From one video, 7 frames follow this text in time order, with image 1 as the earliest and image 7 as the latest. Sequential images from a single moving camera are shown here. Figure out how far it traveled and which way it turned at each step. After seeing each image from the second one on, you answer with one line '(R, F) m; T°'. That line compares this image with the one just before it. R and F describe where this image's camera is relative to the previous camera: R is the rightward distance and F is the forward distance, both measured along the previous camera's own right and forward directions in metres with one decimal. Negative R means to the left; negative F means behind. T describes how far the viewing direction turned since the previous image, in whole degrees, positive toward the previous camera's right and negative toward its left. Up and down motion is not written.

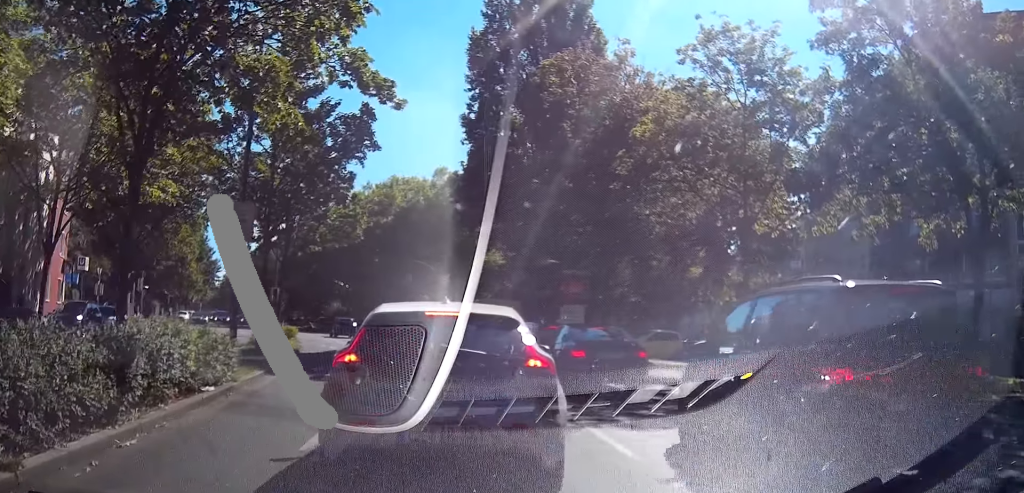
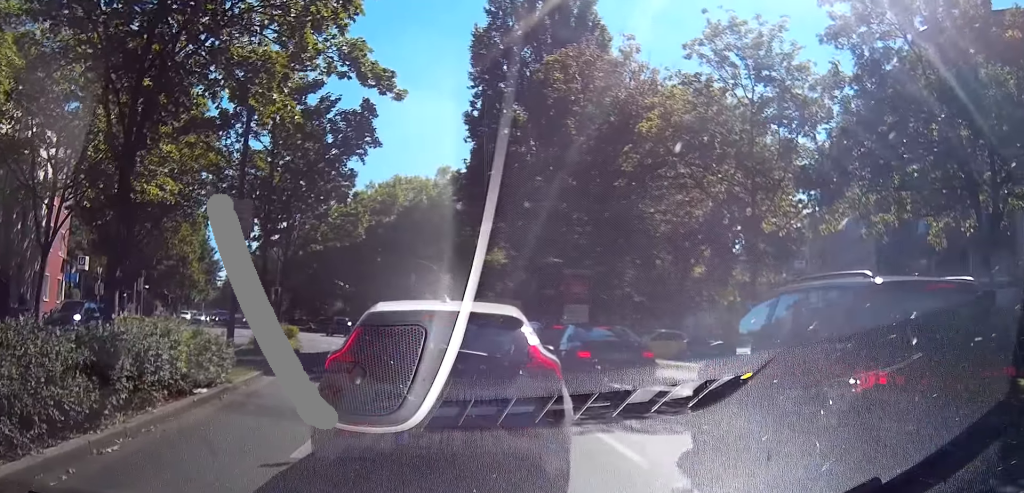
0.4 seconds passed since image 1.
(0.0, +0.4) m; 0°
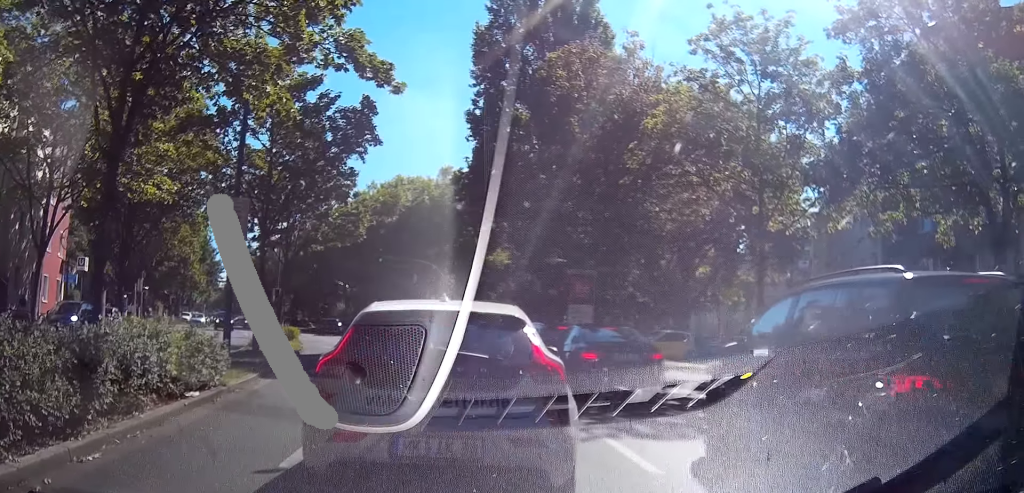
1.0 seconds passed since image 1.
(+0.1, +0.5) m; 0°
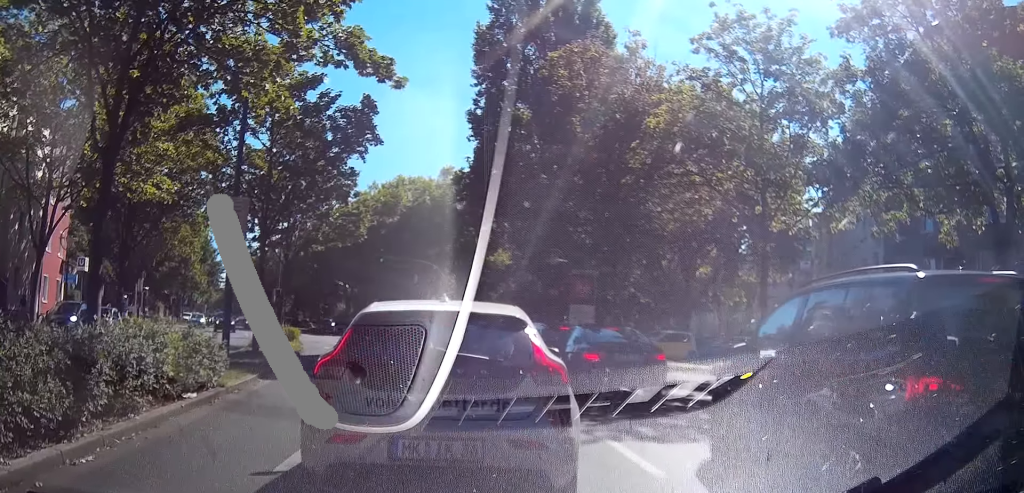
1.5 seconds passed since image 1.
(0.0, +0.3) m; 0°
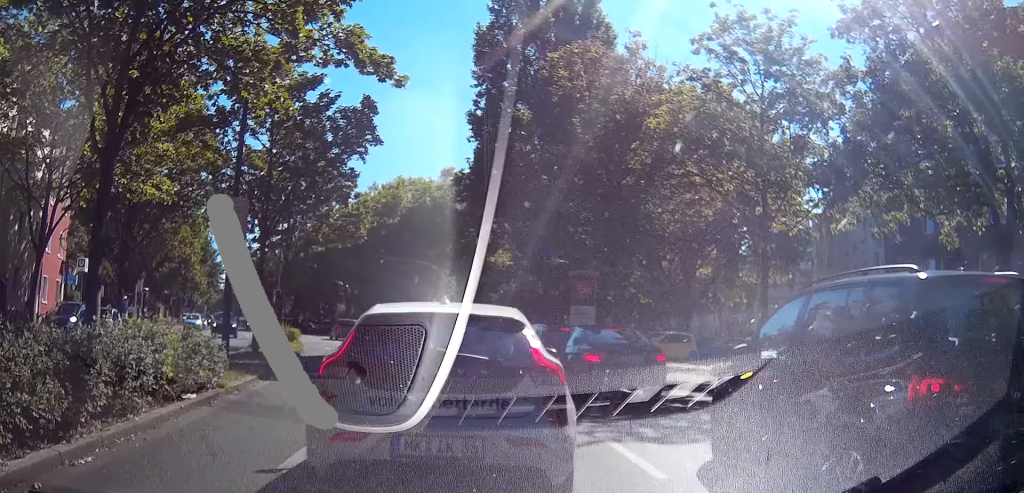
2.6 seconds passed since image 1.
(-0.1, +0.6) m; 0°
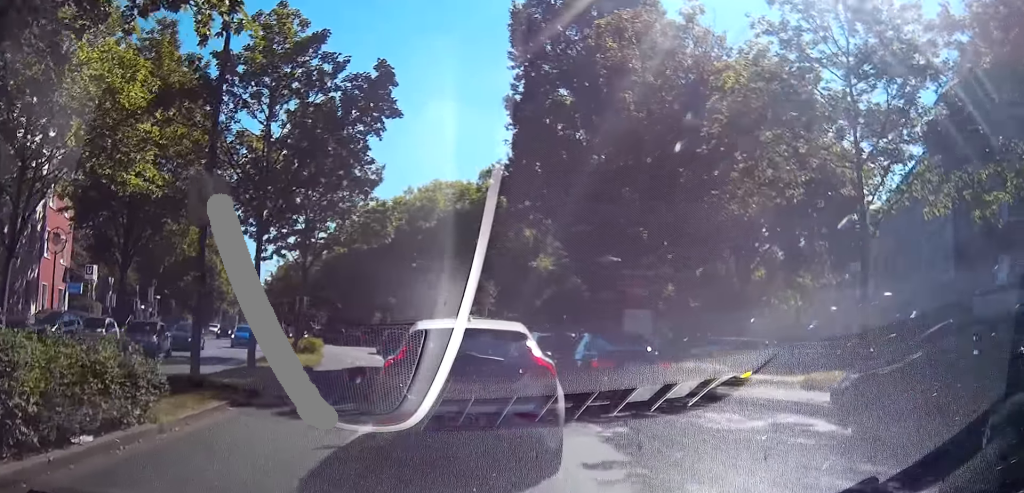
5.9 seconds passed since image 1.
(-1.6, +4.9) m; -15°
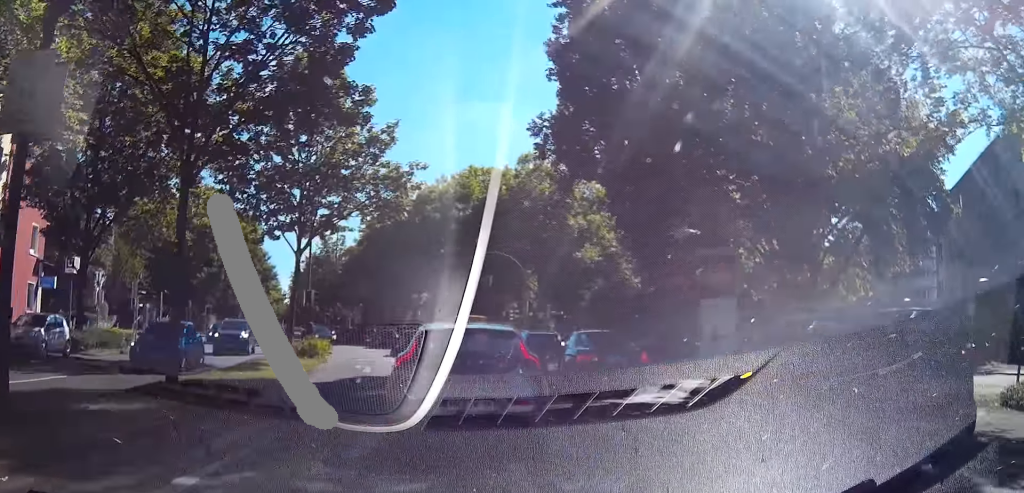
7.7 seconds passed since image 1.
(+0.2, +7.1) m; -2°
